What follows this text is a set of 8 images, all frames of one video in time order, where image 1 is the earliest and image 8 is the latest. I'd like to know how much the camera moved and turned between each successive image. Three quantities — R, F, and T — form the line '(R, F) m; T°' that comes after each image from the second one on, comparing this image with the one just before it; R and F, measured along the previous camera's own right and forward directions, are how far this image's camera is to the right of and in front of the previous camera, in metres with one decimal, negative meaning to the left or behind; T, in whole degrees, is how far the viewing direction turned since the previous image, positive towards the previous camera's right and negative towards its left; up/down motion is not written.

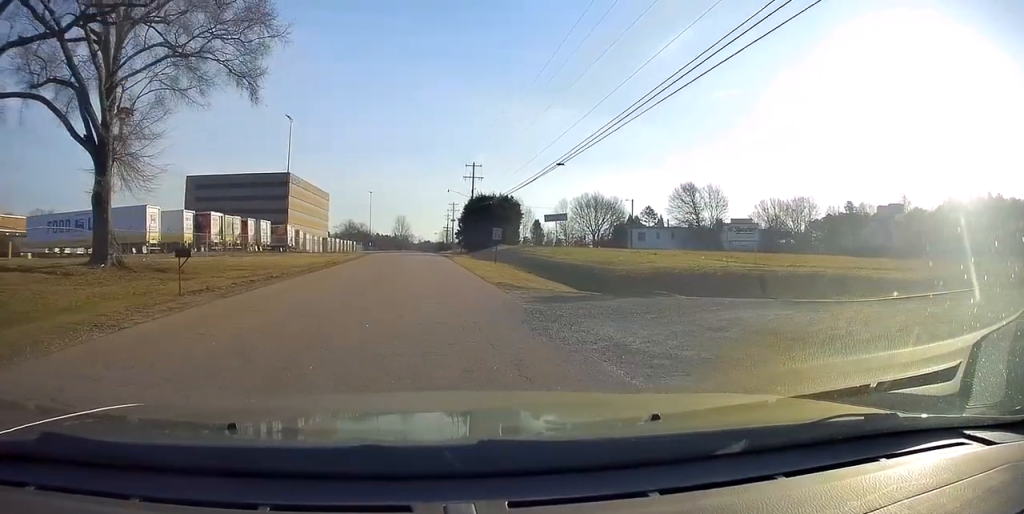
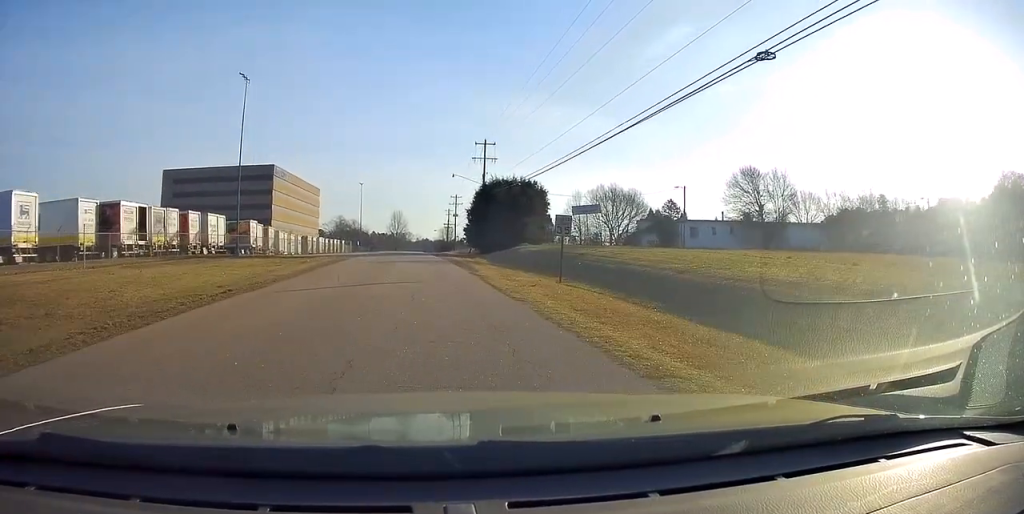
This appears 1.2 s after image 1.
(-0.1, +18.9) m; -1°
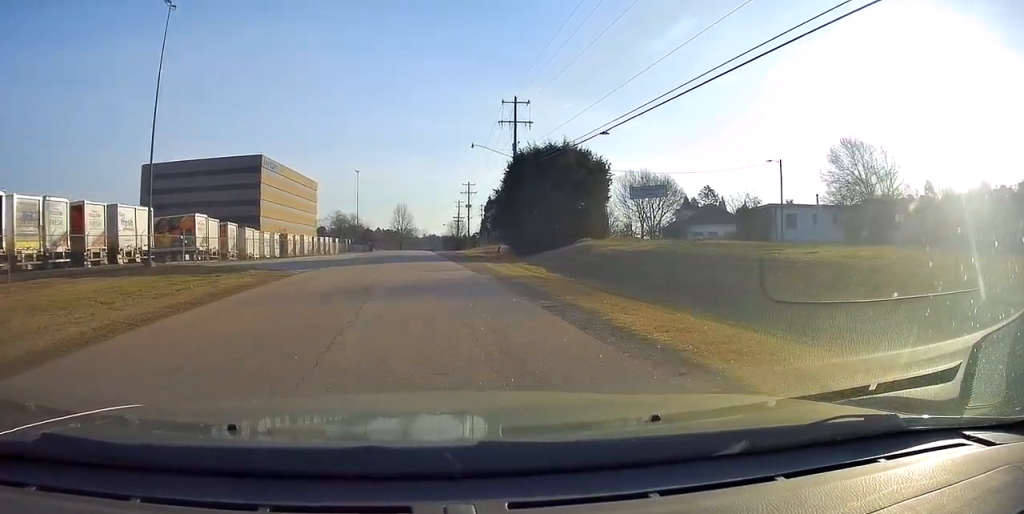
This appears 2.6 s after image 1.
(-0.3, +19.9) m; -1°
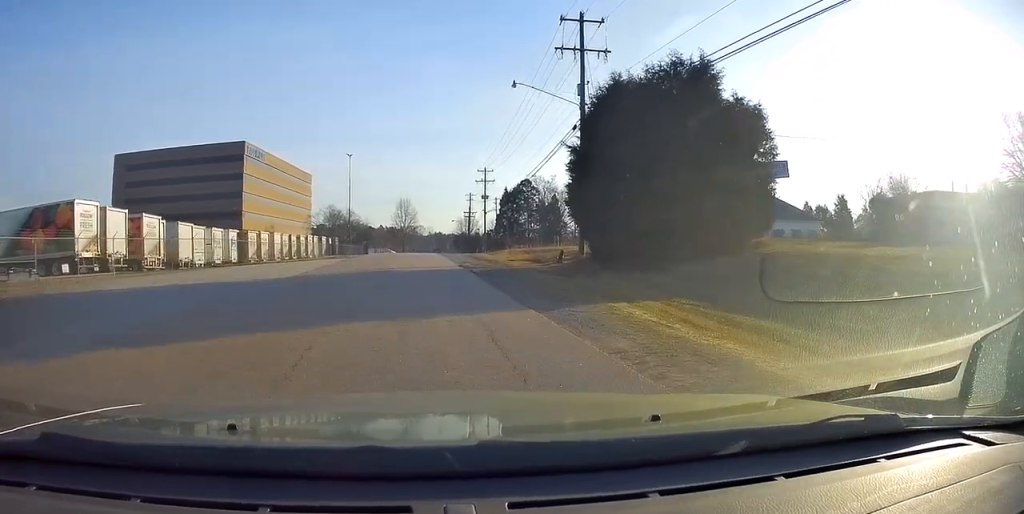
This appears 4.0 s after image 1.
(+0.1, +20.9) m; 0°
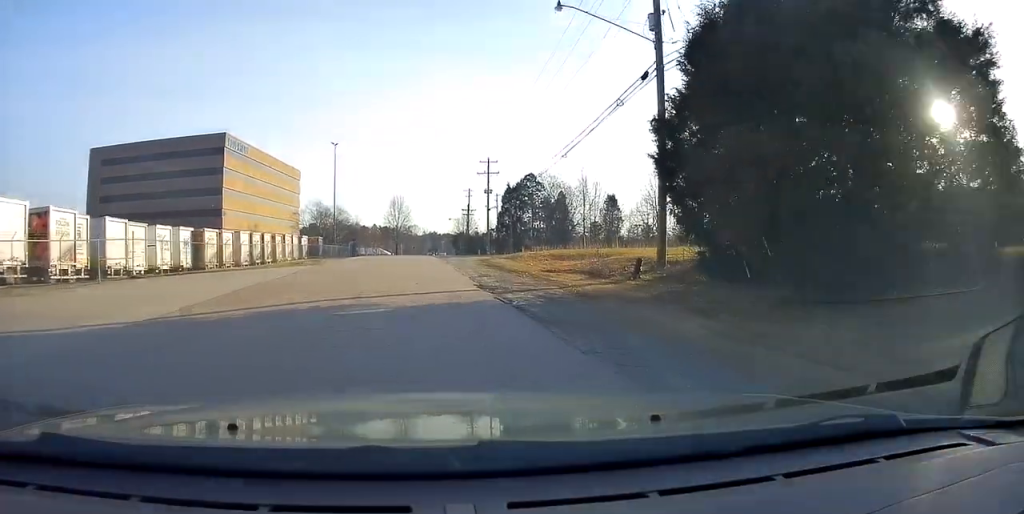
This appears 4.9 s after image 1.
(-0.1, +11.3) m; 0°
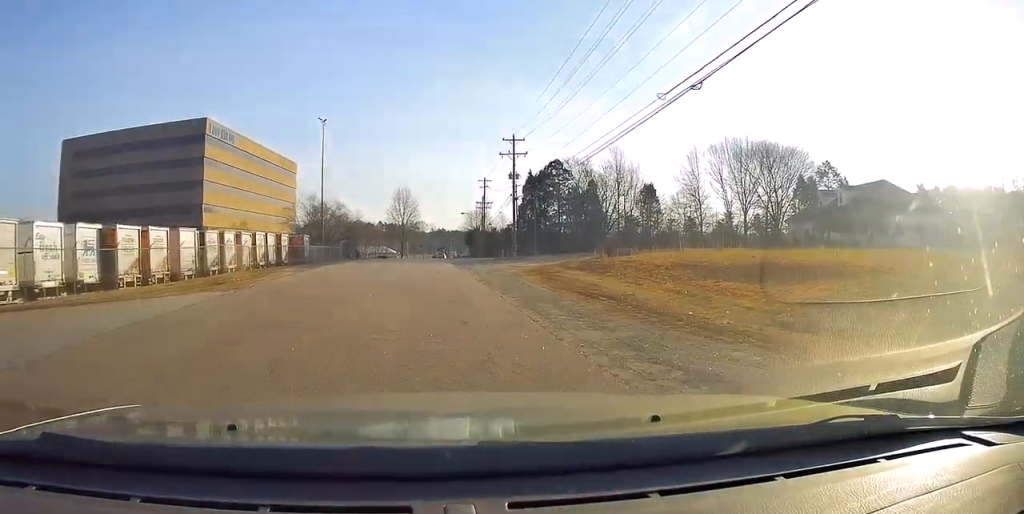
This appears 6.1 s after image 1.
(0.0, +16.4) m; +2°
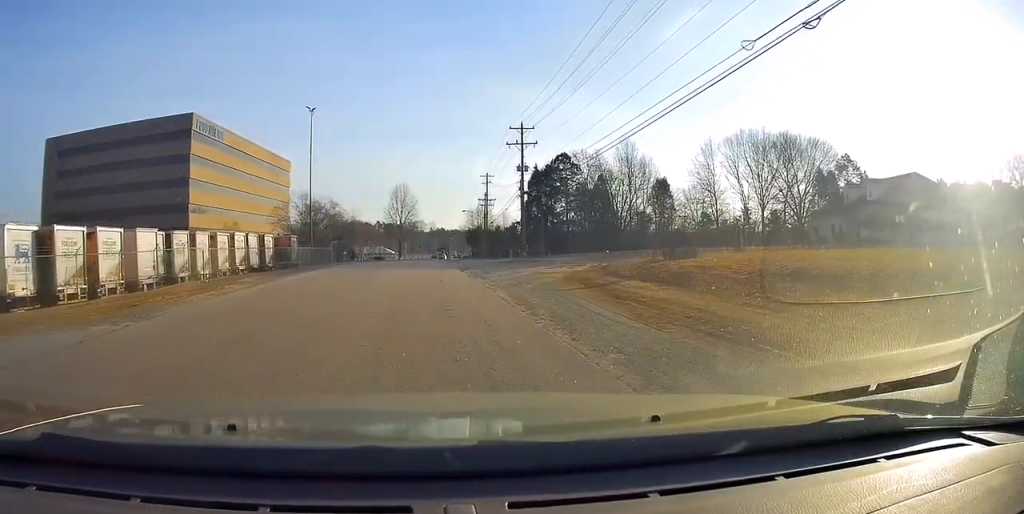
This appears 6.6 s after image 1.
(+0.1, +6.4) m; +1°
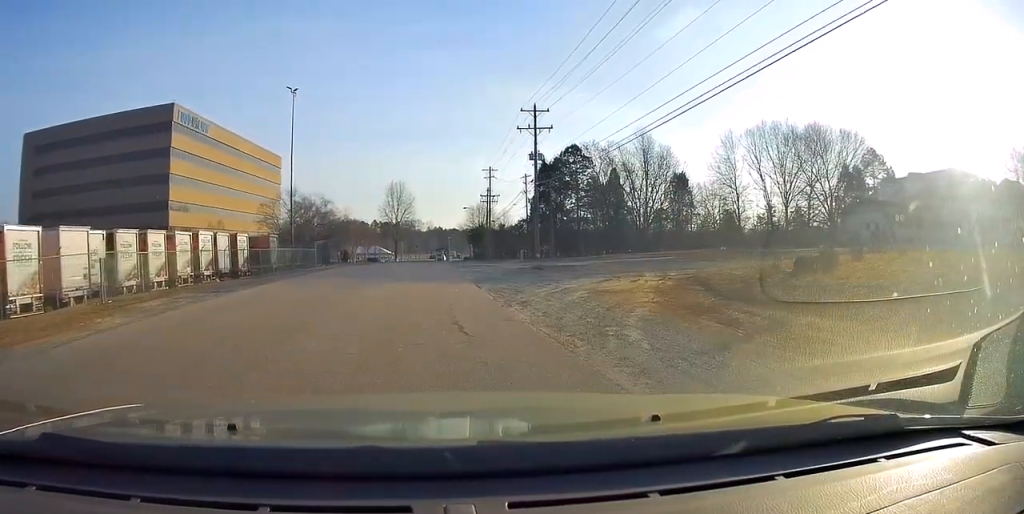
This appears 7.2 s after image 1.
(+0.2, +7.9) m; -1°
